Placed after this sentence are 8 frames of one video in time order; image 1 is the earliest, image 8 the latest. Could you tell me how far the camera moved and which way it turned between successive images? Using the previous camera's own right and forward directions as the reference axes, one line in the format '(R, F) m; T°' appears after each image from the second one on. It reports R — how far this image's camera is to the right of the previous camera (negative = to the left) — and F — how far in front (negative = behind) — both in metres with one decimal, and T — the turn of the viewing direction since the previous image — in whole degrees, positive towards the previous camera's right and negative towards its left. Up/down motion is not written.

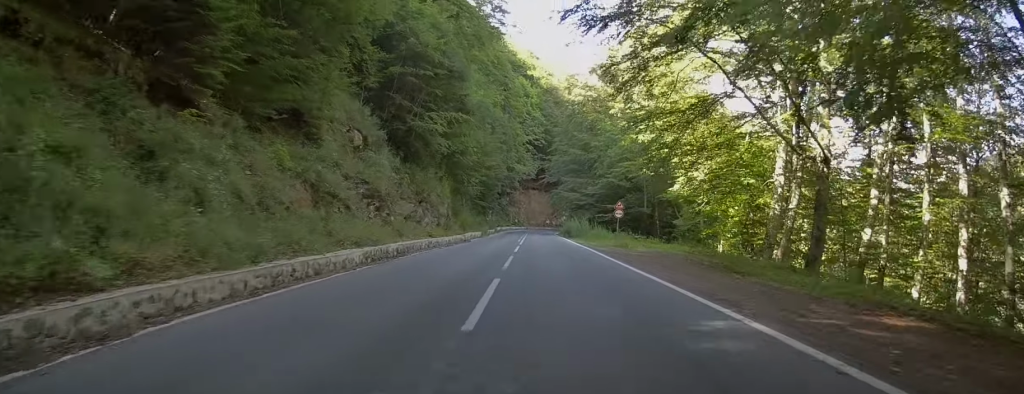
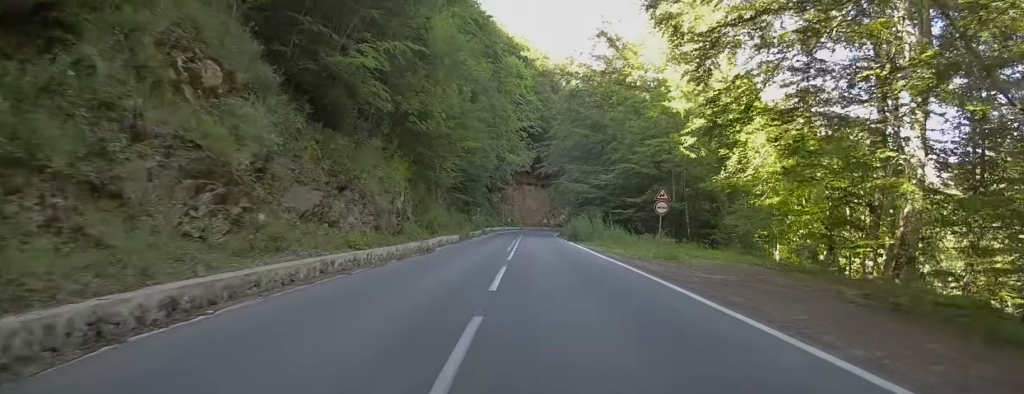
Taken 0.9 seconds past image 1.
(+0.3, +13.9) m; +2°
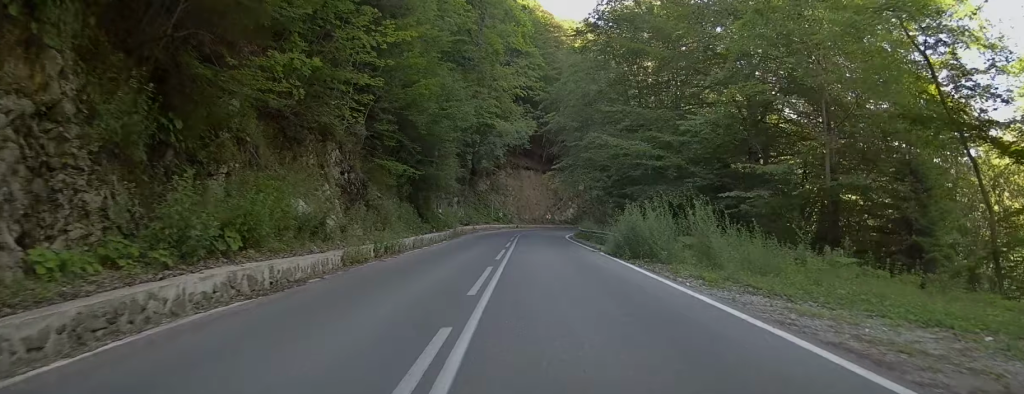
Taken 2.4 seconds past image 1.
(-0.4, +25.3) m; -2°
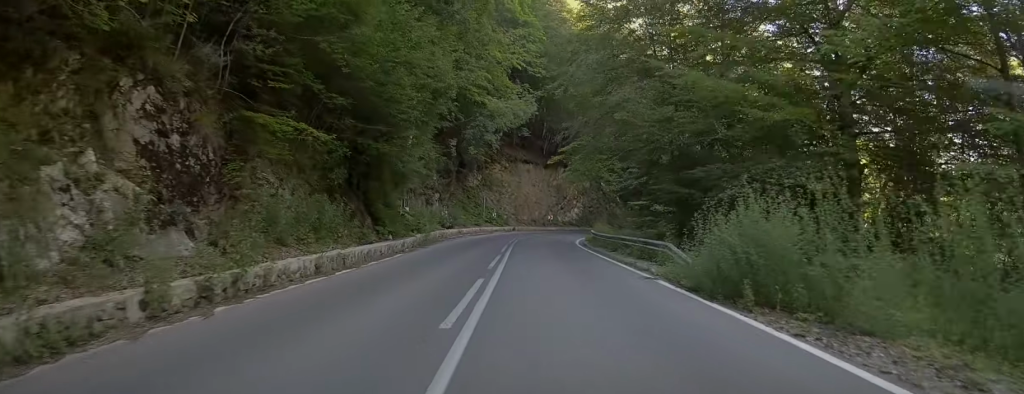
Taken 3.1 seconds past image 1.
(-0.1, +11.5) m; 0°
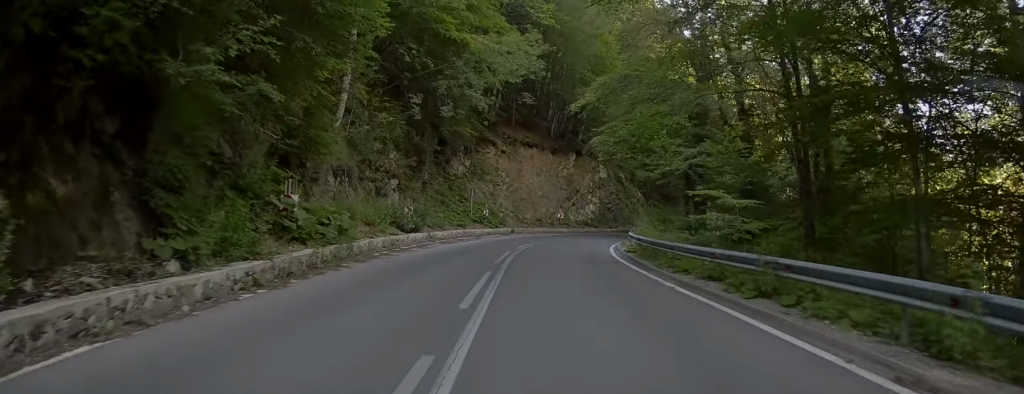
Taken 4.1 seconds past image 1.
(+0.1, +16.2) m; +2°
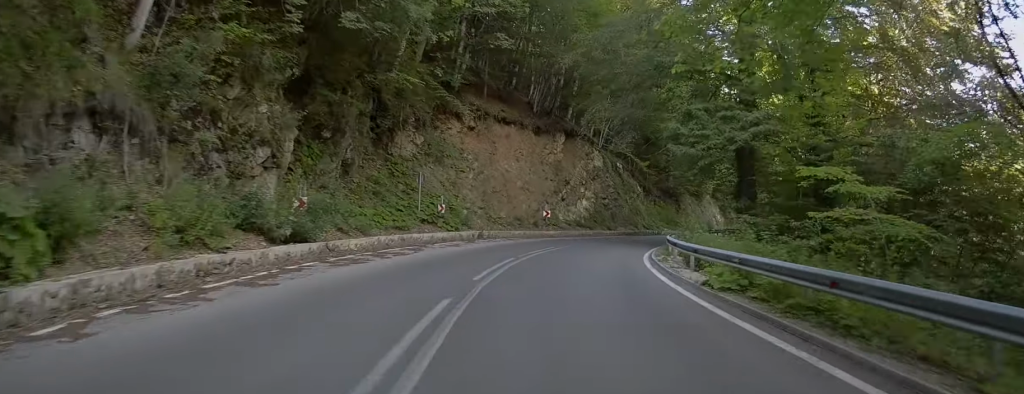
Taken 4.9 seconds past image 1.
(+0.2, +14.2) m; +3°
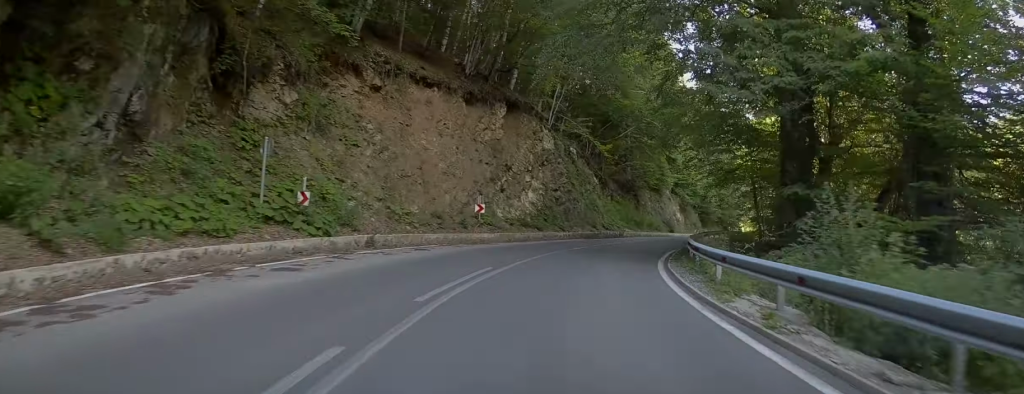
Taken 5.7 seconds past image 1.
(+0.1, +12.5) m; +5°
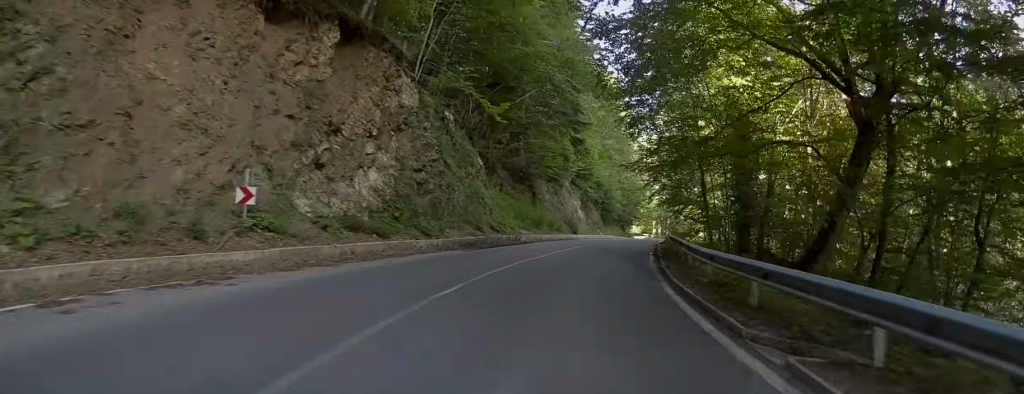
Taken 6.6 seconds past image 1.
(+1.2, +16.0) m; +7°
